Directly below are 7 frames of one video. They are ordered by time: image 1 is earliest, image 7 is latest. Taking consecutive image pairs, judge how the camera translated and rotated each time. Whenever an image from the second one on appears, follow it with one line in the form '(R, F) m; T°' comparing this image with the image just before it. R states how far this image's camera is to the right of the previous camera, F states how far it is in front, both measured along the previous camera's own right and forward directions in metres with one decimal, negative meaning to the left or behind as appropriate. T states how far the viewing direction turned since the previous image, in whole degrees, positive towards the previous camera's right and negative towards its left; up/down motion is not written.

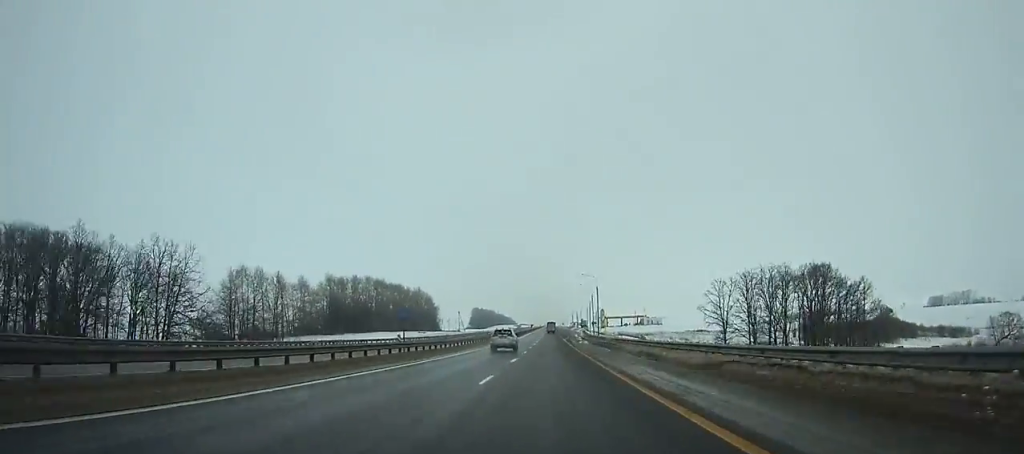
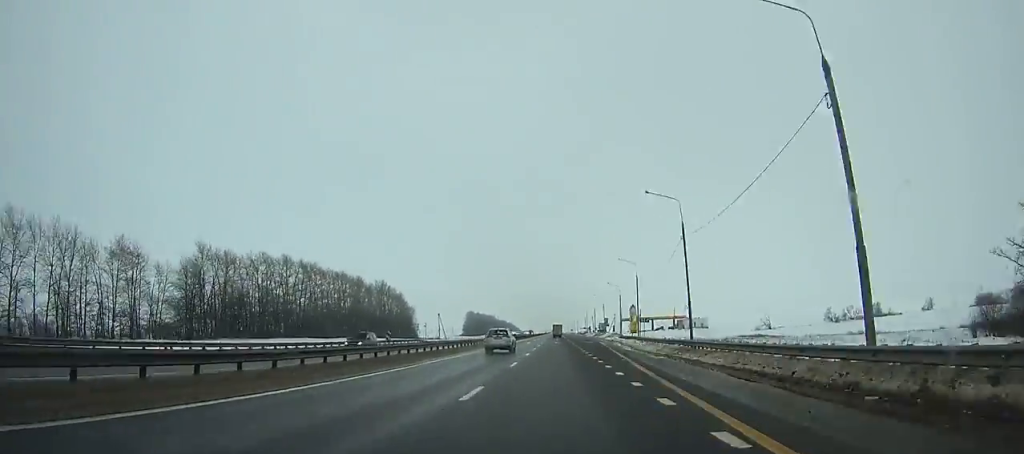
(-0.6, +85.0) m; -1°
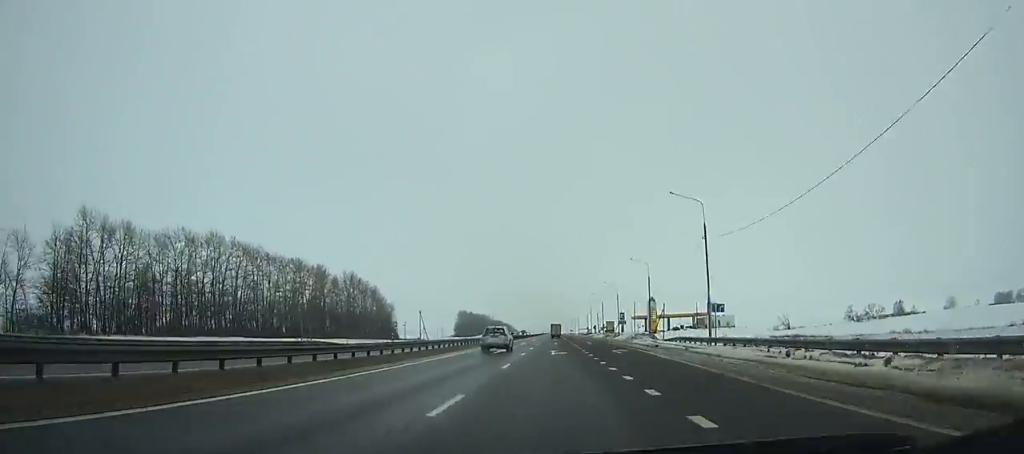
(0.0, +39.3) m; 0°
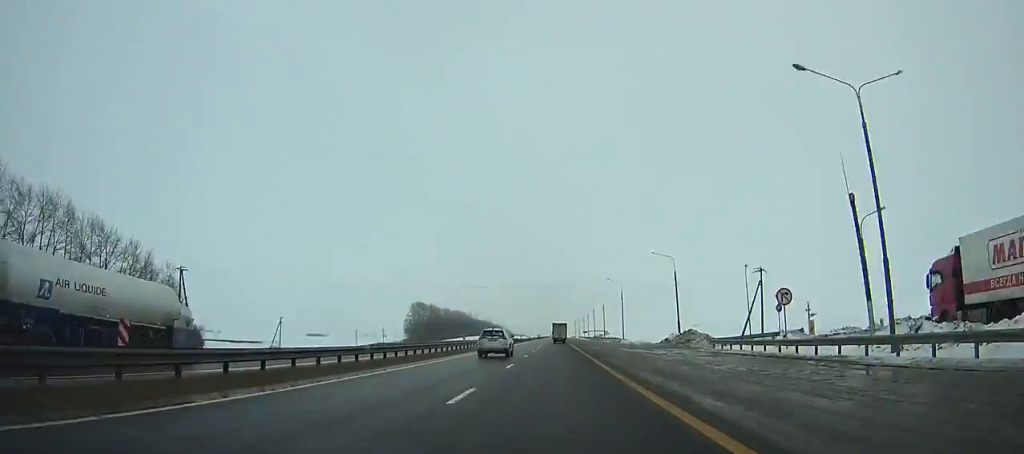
(0.0, +177.1) m; 0°
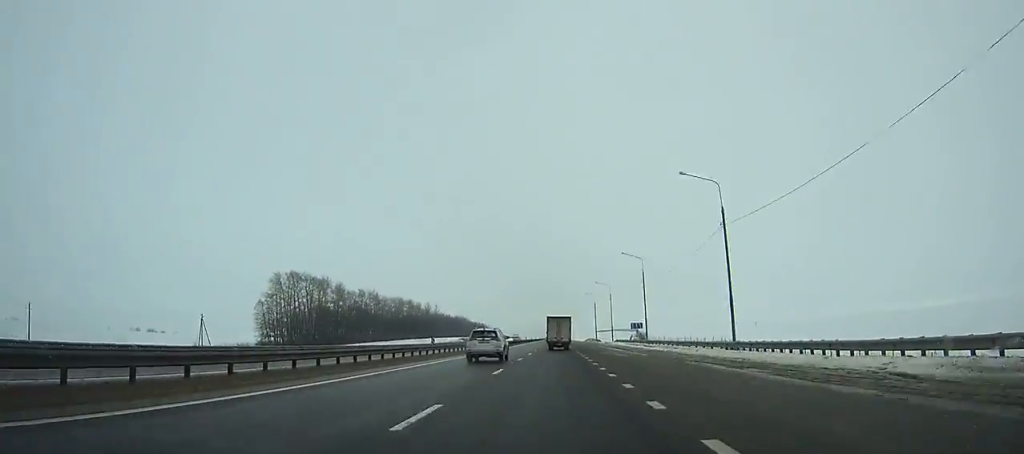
(+0.3, +169.8) m; -1°
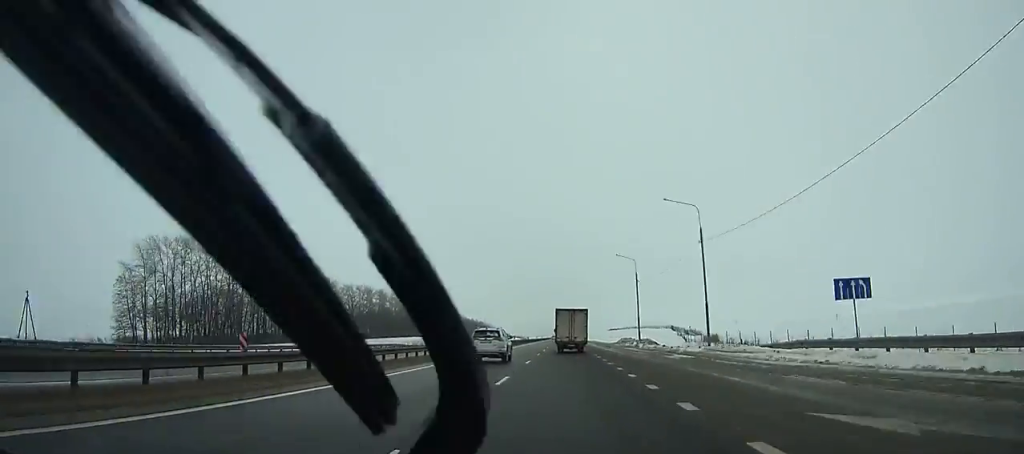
(-0.6, +65.6) m; 0°
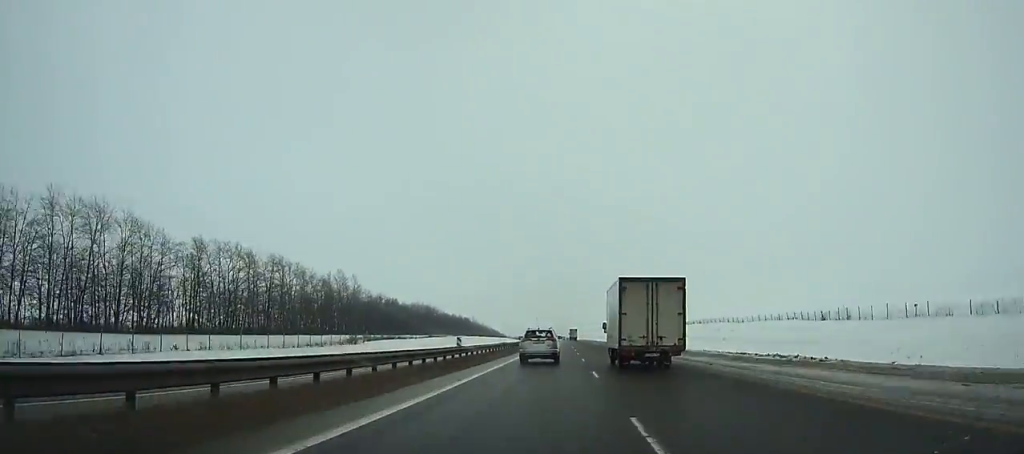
(0.0, +105.1) m; +1°
